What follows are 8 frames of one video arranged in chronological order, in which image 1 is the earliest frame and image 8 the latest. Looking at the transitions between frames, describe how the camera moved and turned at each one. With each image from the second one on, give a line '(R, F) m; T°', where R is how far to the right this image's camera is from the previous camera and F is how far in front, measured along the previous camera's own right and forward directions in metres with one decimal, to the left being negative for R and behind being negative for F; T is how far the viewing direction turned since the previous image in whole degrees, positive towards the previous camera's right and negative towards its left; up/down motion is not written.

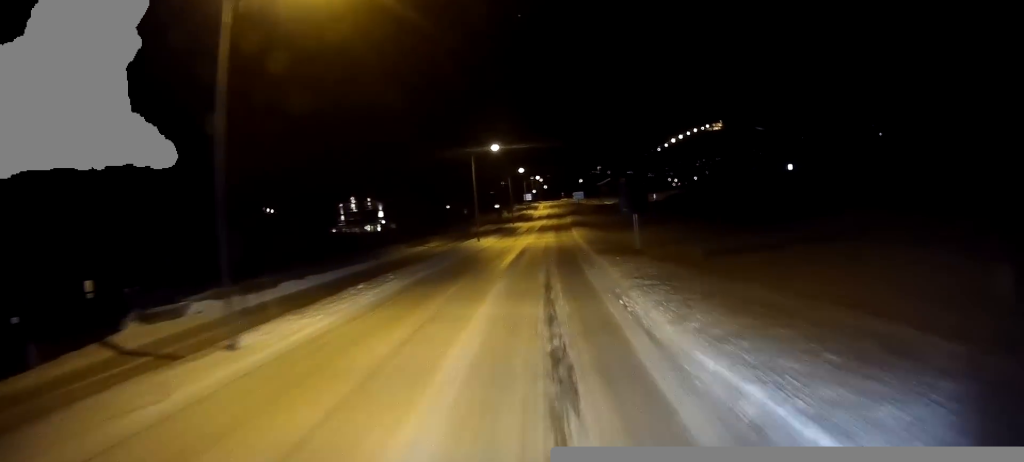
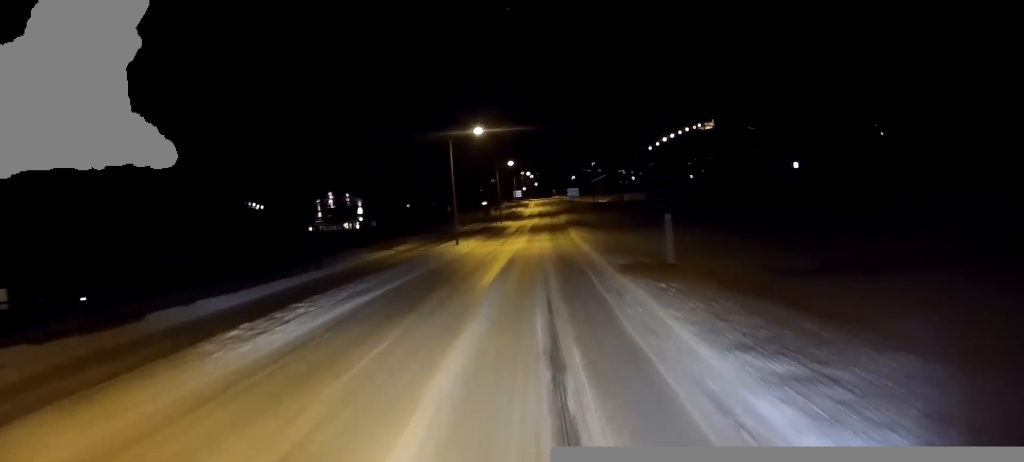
(+0.2, +9.0) m; +1°
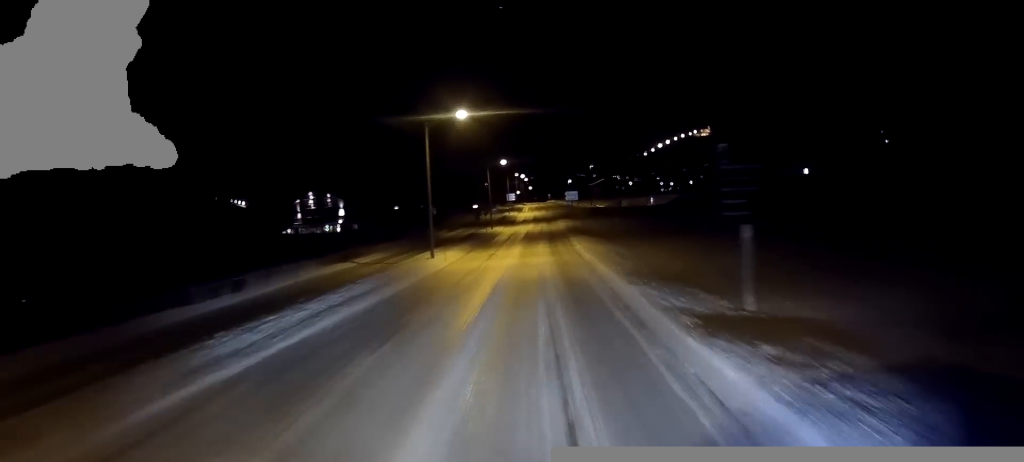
(+0.1, +8.1) m; +1°
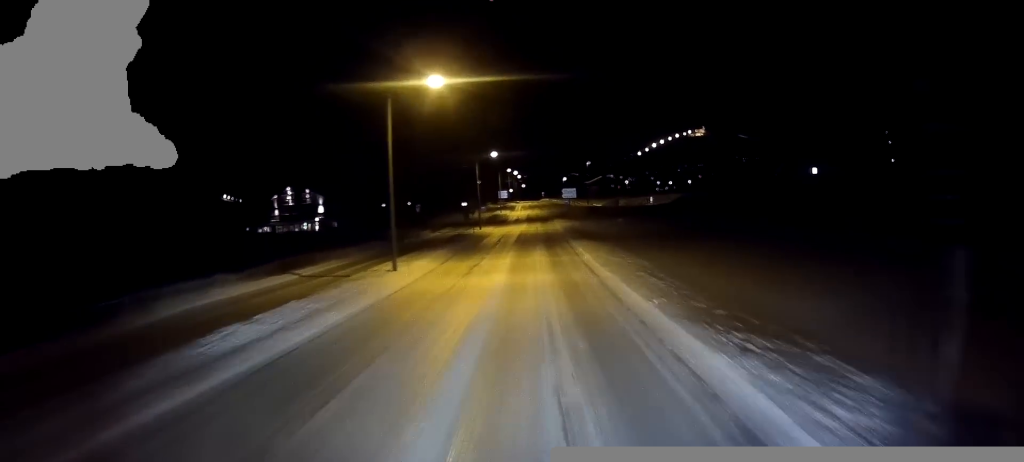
(0.0, +8.1) m; +1°
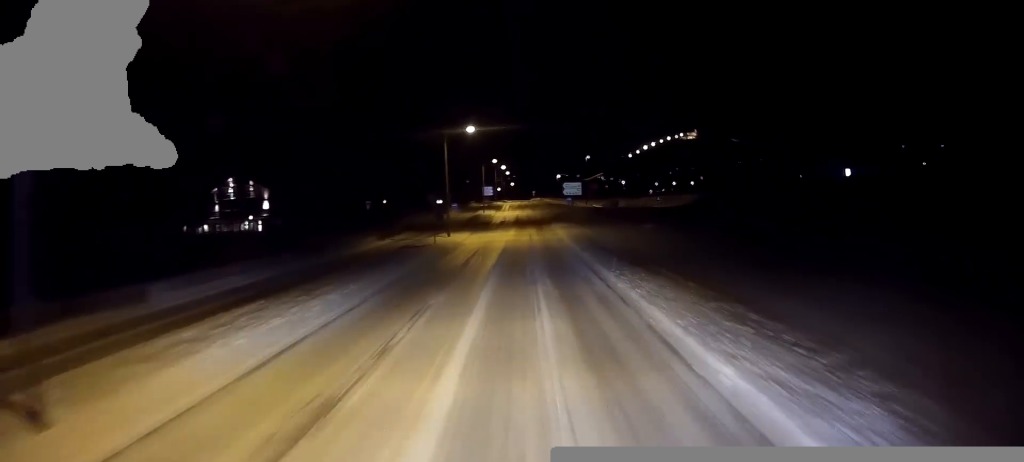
(+0.2, +18.9) m; +1°
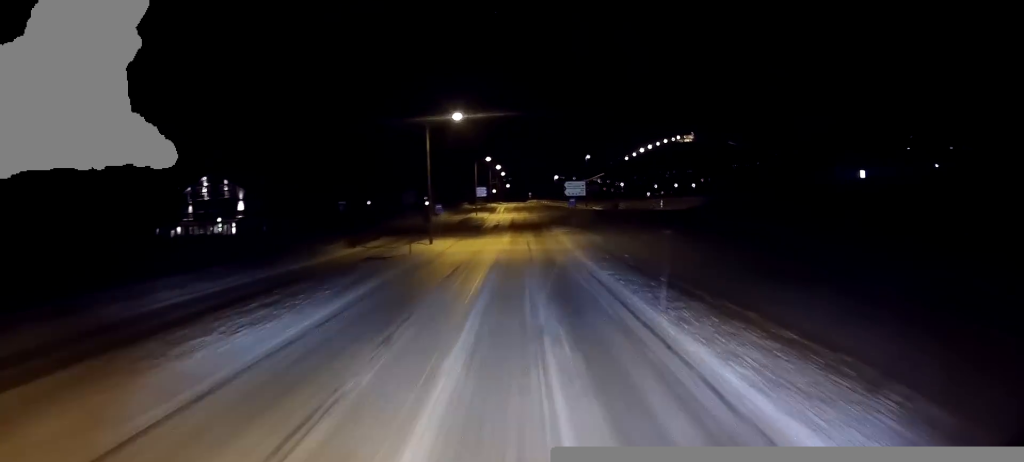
(0.0, +6.9) m; 0°
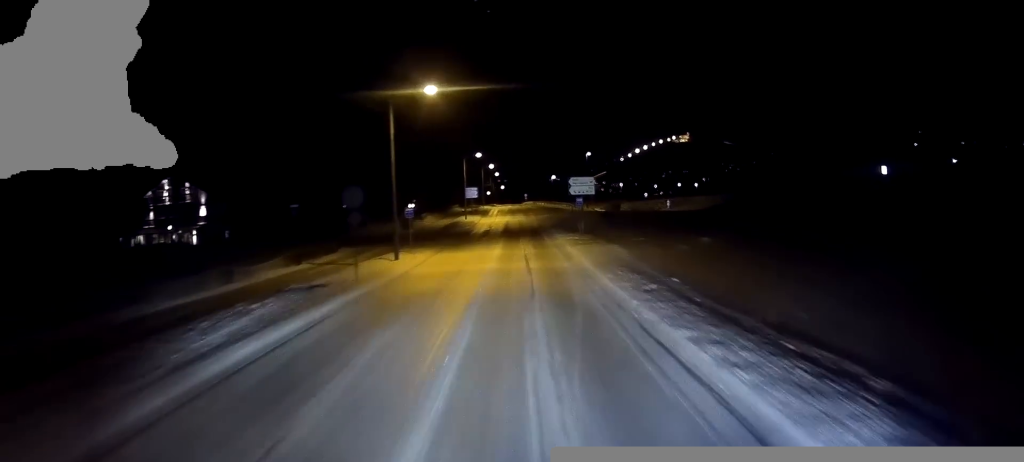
(0.0, +9.5) m; 0°
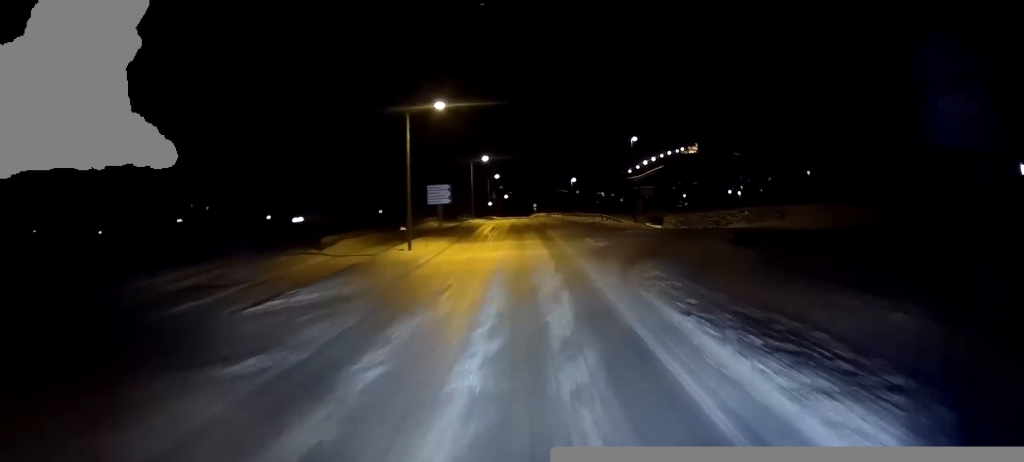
(-0.1, +38.1) m; 0°
